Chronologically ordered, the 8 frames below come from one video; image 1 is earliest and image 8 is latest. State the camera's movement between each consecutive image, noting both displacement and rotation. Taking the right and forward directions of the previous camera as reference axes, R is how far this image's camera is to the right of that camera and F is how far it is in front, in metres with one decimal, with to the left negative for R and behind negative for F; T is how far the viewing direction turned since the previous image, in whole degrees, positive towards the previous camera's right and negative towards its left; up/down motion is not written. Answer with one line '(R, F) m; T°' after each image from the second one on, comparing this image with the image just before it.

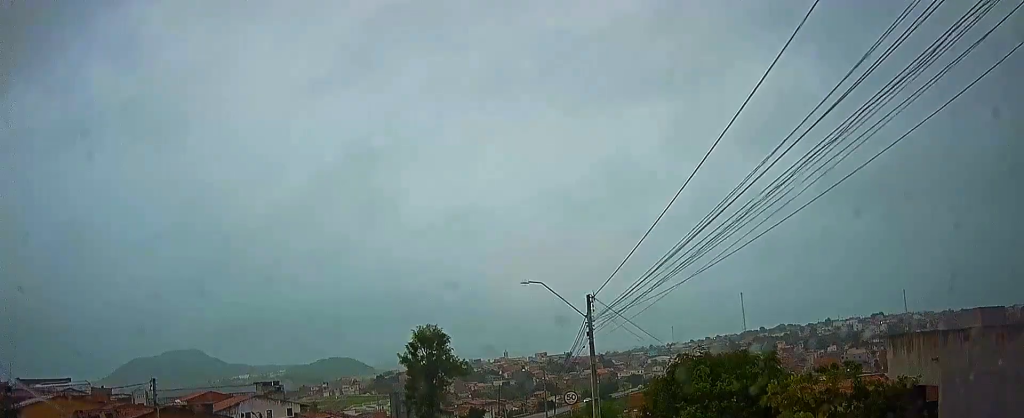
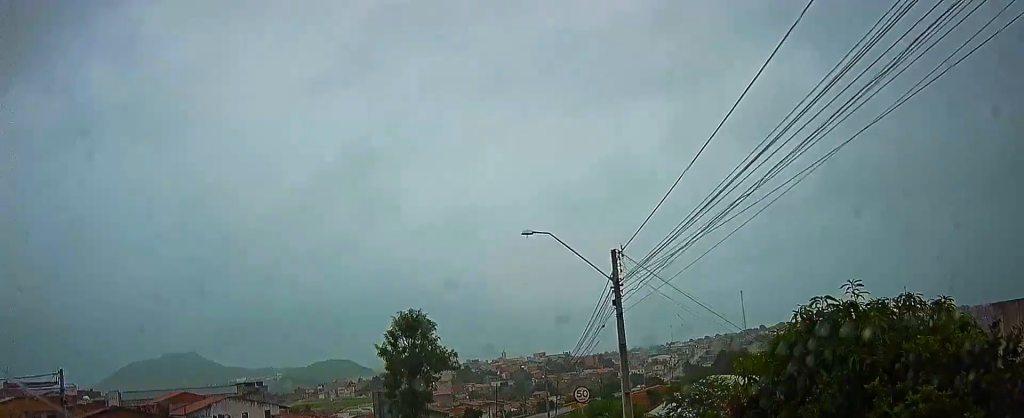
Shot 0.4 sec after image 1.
(+0.2, +7.1) m; 0°
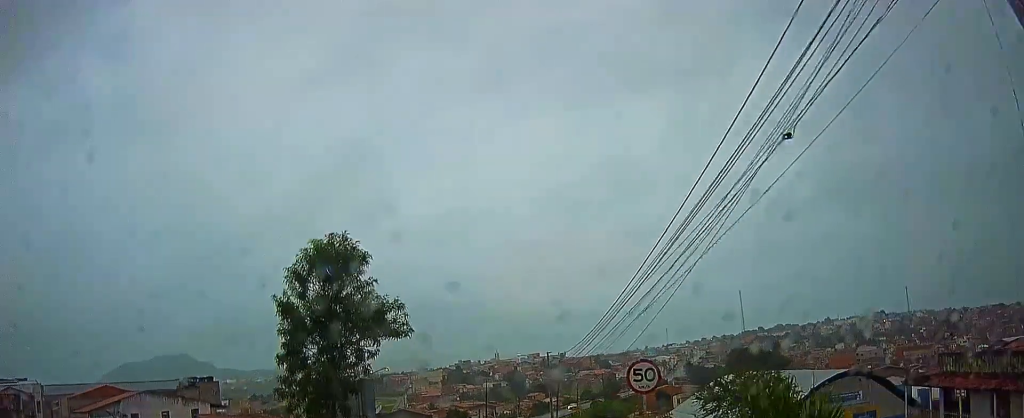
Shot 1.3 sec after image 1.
(+0.1, +16.7) m; -1°
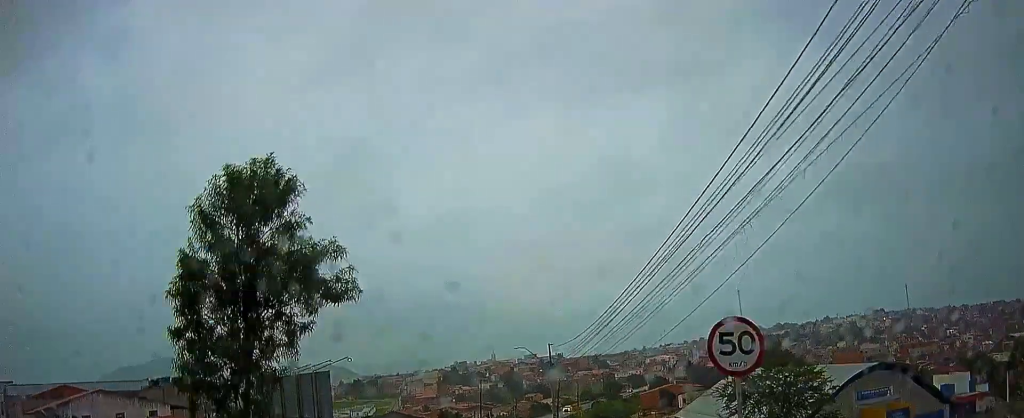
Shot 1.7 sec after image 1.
(-0.1, +7.2) m; -1°
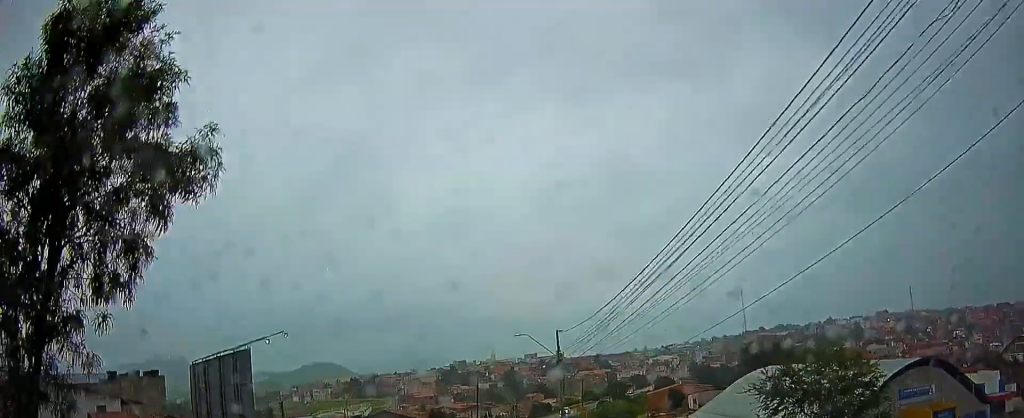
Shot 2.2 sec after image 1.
(0.0, +7.8) m; 0°
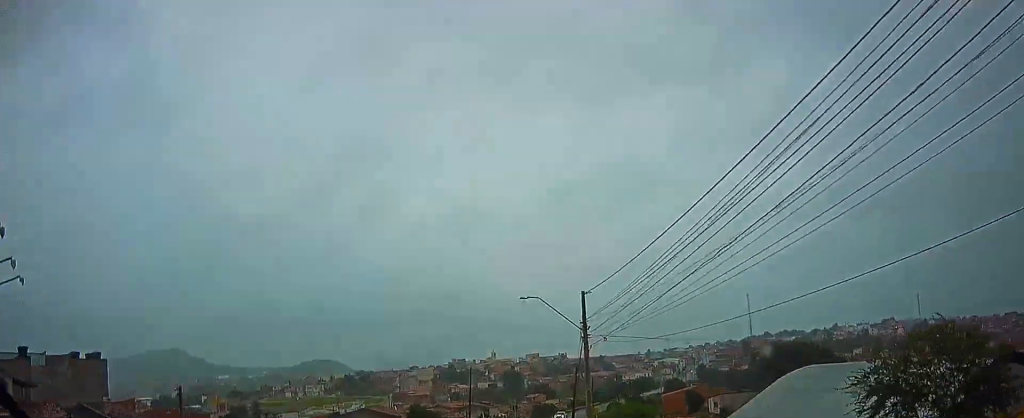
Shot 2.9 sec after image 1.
(-0.1, +13.3) m; +1°
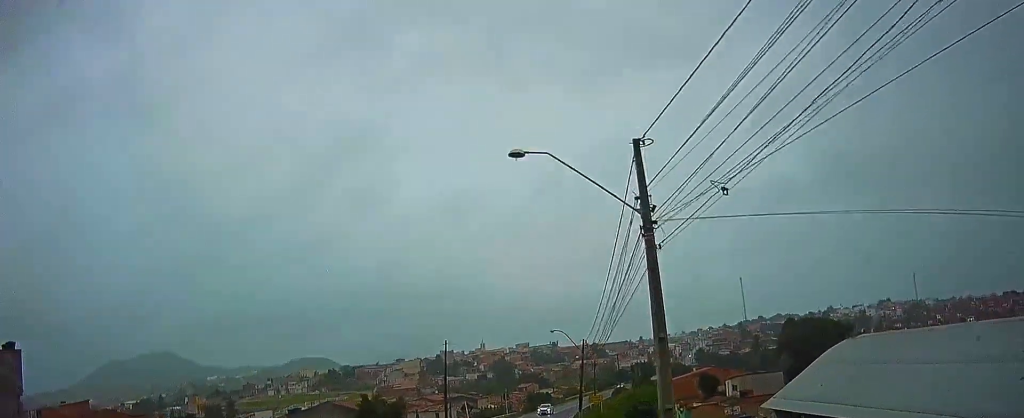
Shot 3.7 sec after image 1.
(+0.4, +14.1) m; +1°
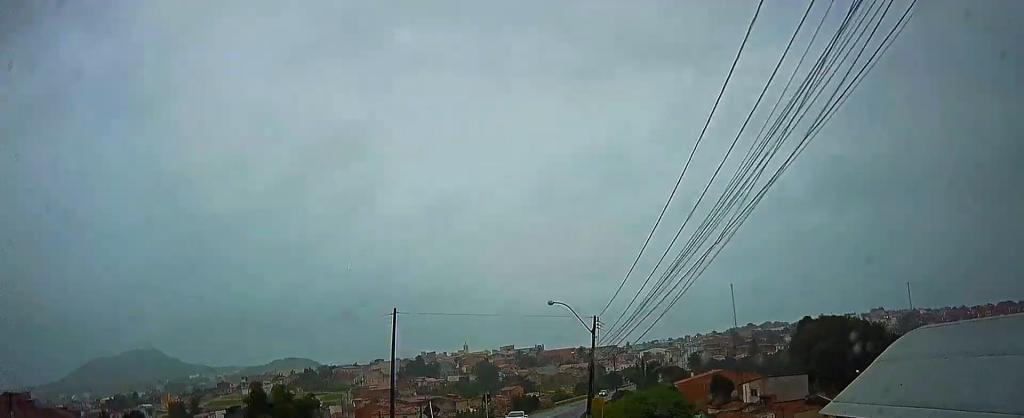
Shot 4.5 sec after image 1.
(+0.1, +14.8) m; 0°
